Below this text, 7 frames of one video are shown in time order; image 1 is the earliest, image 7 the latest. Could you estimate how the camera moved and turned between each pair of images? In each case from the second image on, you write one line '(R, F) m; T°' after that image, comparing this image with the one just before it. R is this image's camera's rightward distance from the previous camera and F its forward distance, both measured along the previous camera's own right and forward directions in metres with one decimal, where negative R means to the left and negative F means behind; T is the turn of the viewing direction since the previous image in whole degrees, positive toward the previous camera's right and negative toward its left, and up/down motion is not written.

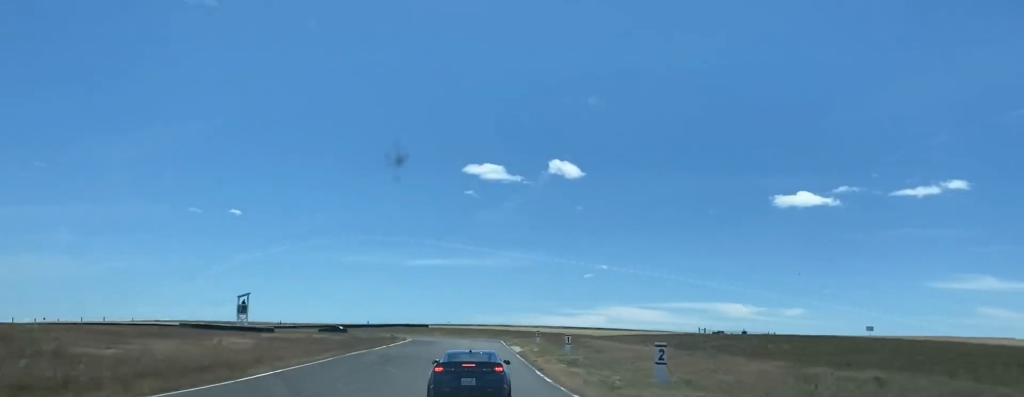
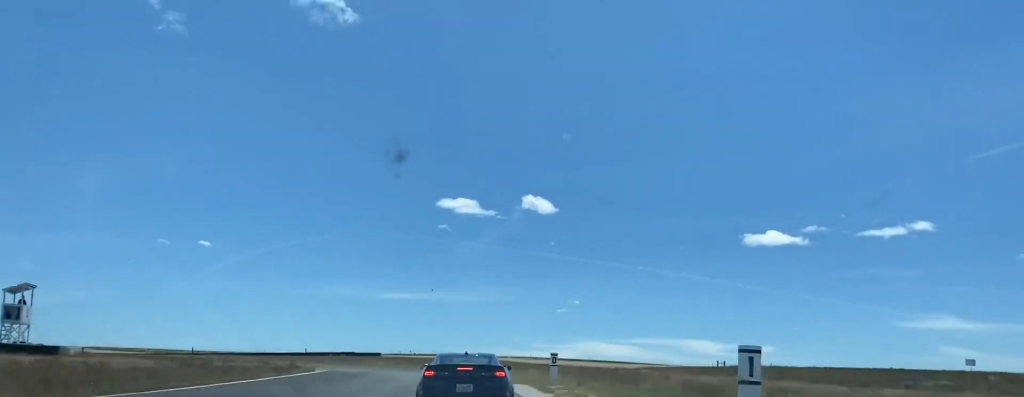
(+0.8, +40.0) m; +2°
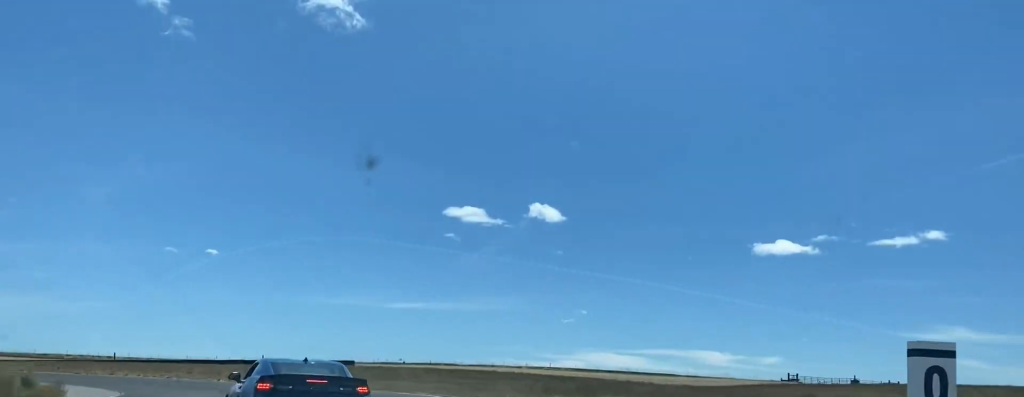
(+0.2, +40.9) m; -4°
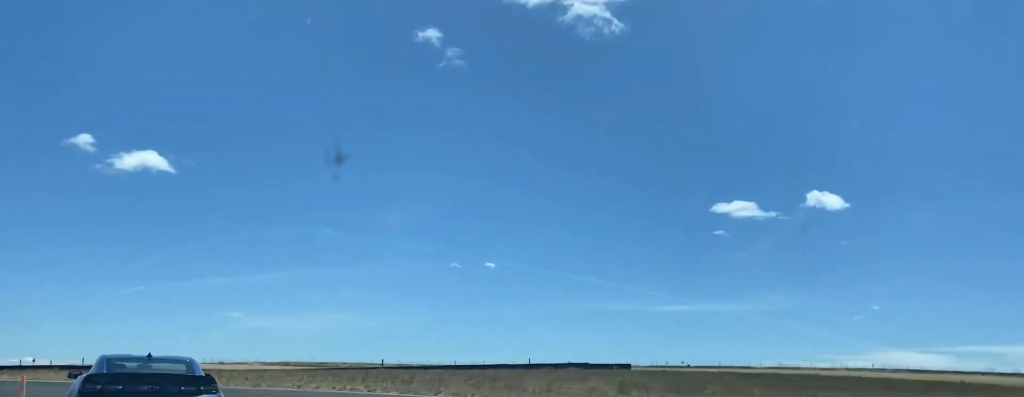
(-1.9, +20.1) m; -16°
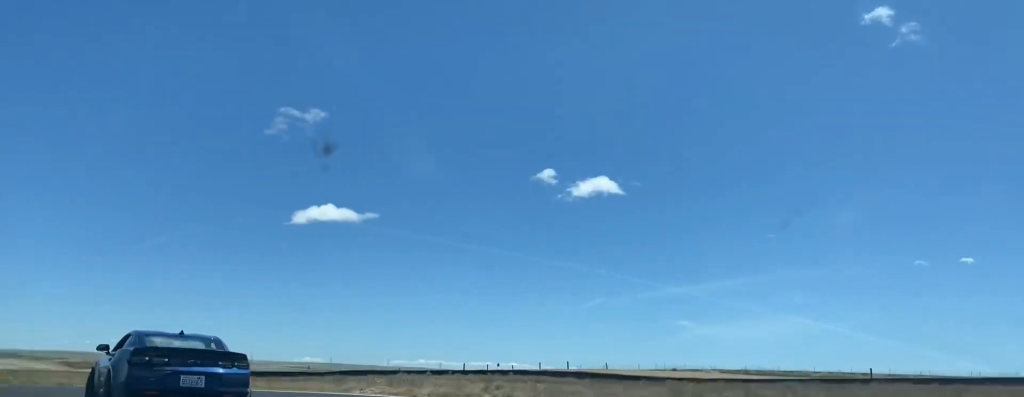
(-4.4, +18.3) m; -28°
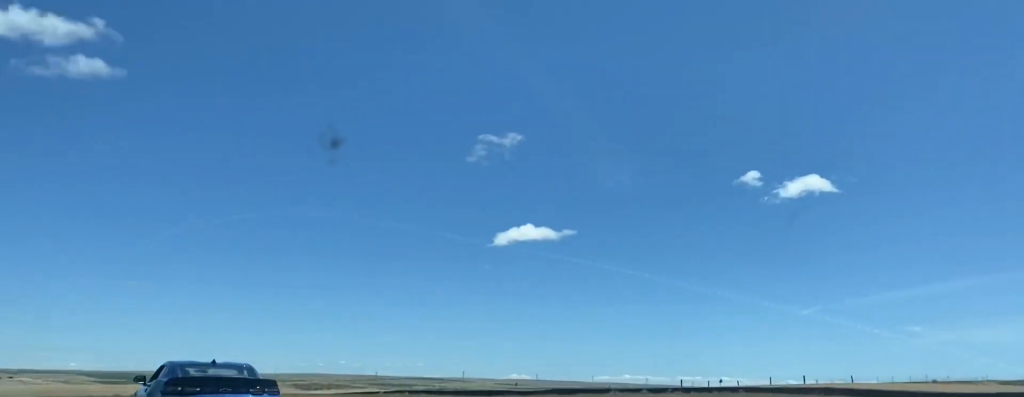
(-1.0, +8.1) m; -13°
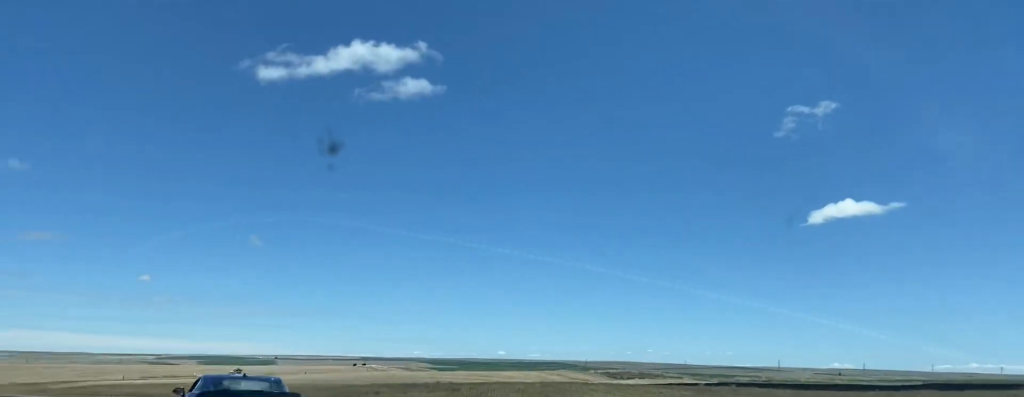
(-2.6, +14.0) m; -21°
